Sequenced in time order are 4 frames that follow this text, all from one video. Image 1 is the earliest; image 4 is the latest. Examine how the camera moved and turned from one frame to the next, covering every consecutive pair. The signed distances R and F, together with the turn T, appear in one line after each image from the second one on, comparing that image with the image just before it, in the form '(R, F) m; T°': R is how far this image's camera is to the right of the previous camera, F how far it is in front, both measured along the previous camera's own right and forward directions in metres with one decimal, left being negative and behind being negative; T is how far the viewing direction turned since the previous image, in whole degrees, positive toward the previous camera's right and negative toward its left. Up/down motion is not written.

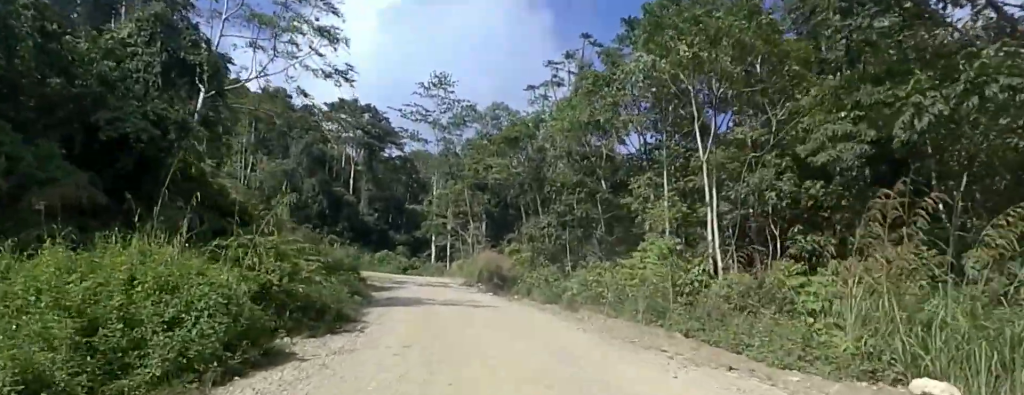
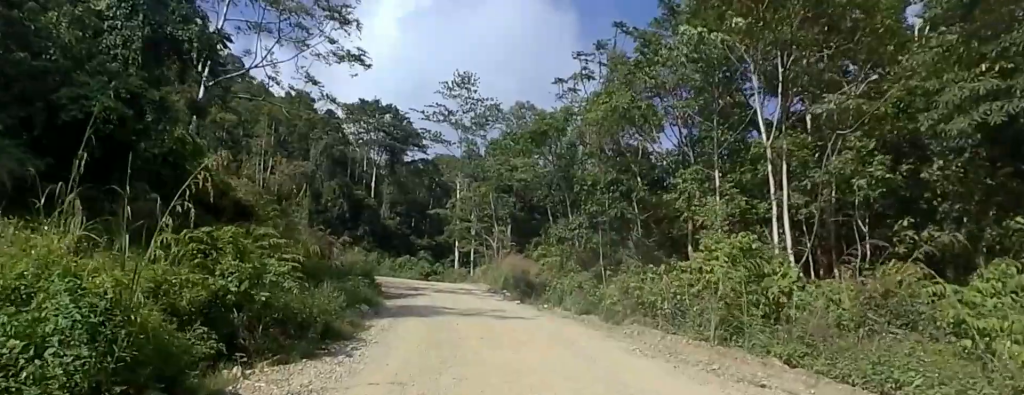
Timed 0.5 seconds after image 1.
(0.0, +3.9) m; 0°
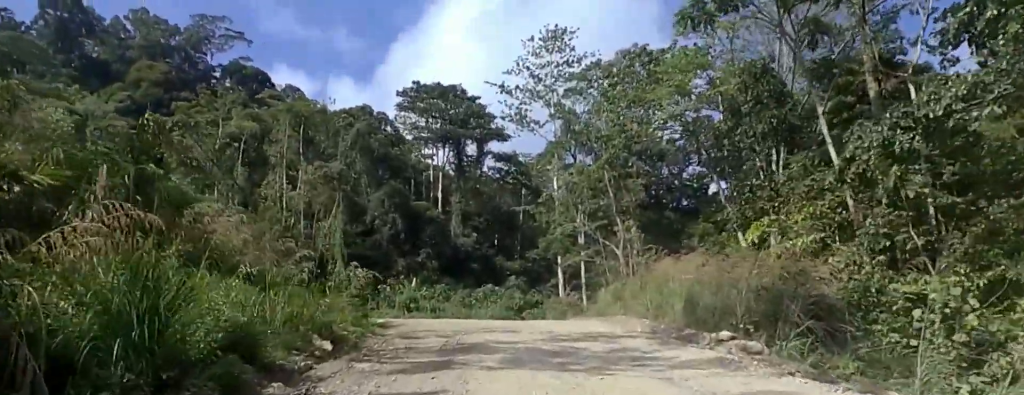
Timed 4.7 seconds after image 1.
(-6.3, +28.3) m; -18°
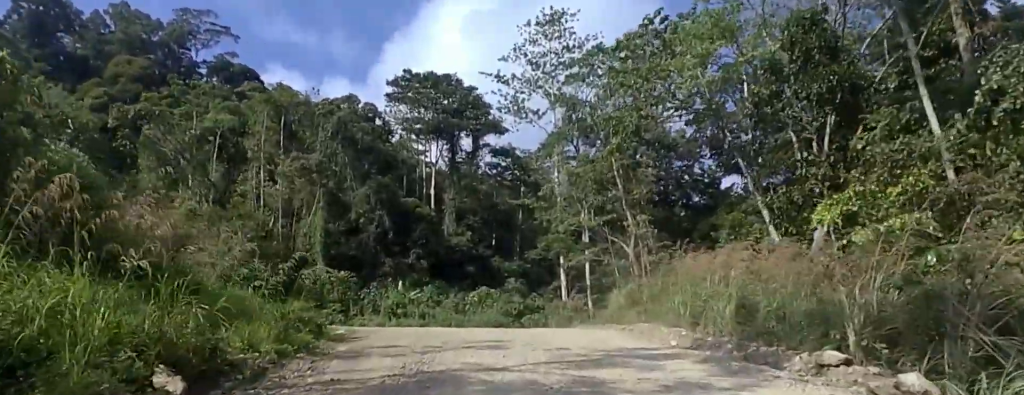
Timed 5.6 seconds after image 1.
(+0.5, +5.4) m; +5°
